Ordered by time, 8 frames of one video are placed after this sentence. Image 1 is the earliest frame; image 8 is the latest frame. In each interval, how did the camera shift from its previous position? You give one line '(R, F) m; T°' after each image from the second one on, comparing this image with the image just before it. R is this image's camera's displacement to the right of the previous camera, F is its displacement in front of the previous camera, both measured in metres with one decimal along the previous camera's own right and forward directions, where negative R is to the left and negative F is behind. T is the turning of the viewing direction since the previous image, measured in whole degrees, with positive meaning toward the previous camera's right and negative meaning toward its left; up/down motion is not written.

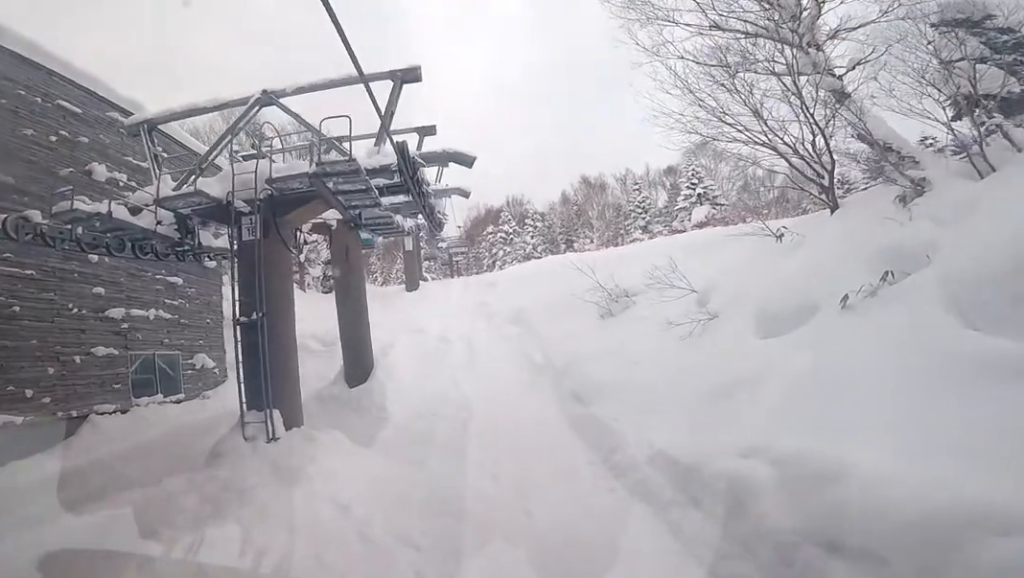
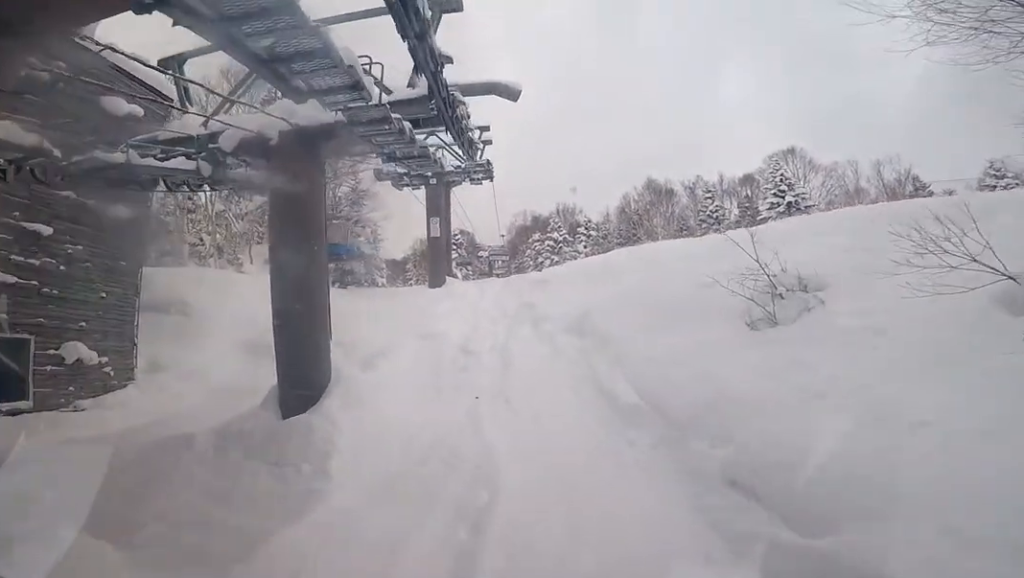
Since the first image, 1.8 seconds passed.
(+1.8, +7.5) m; +8°
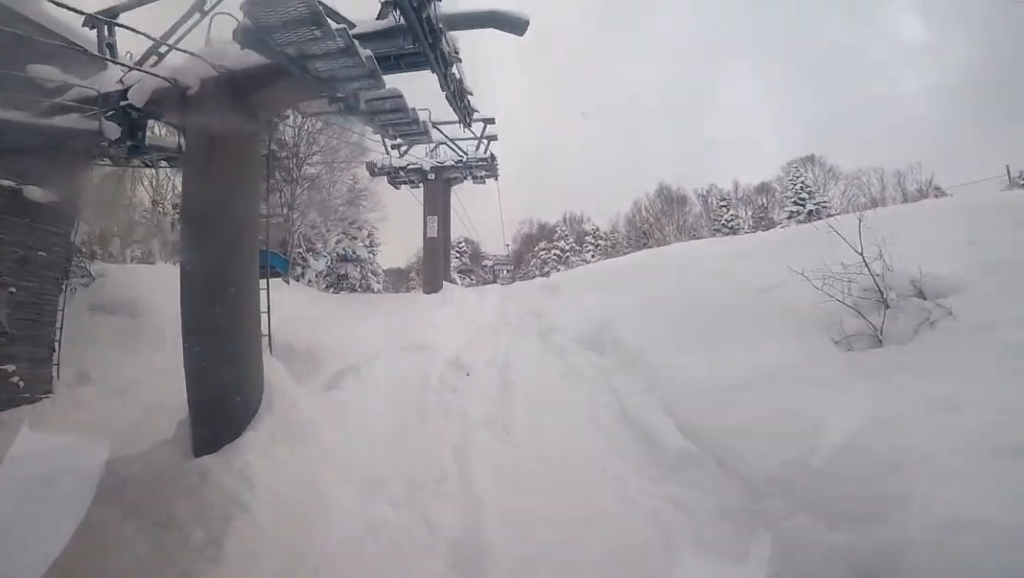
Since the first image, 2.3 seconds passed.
(-0.8, +2.7) m; -7°
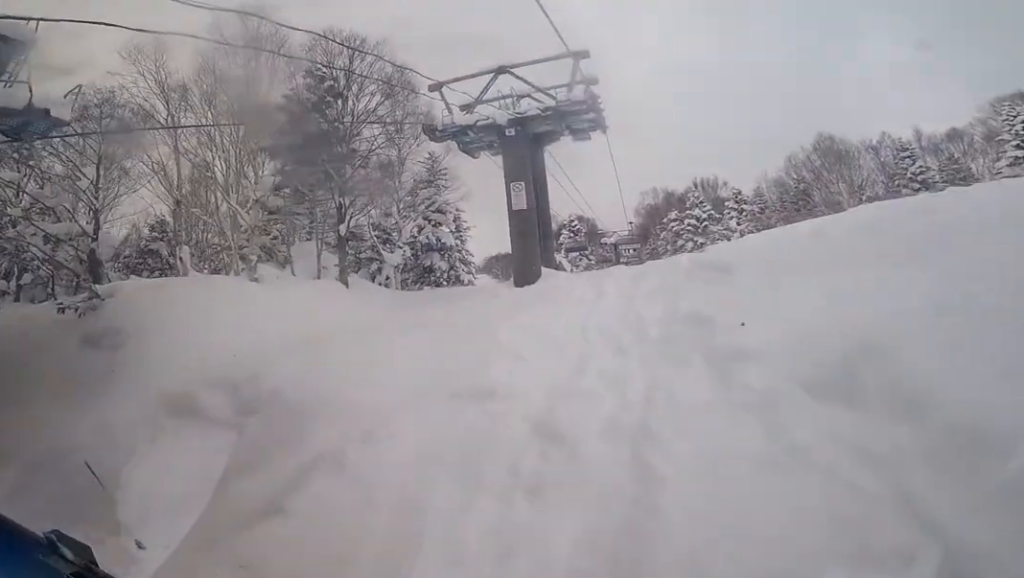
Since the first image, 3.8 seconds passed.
(+0.9, +5.5) m; +22°
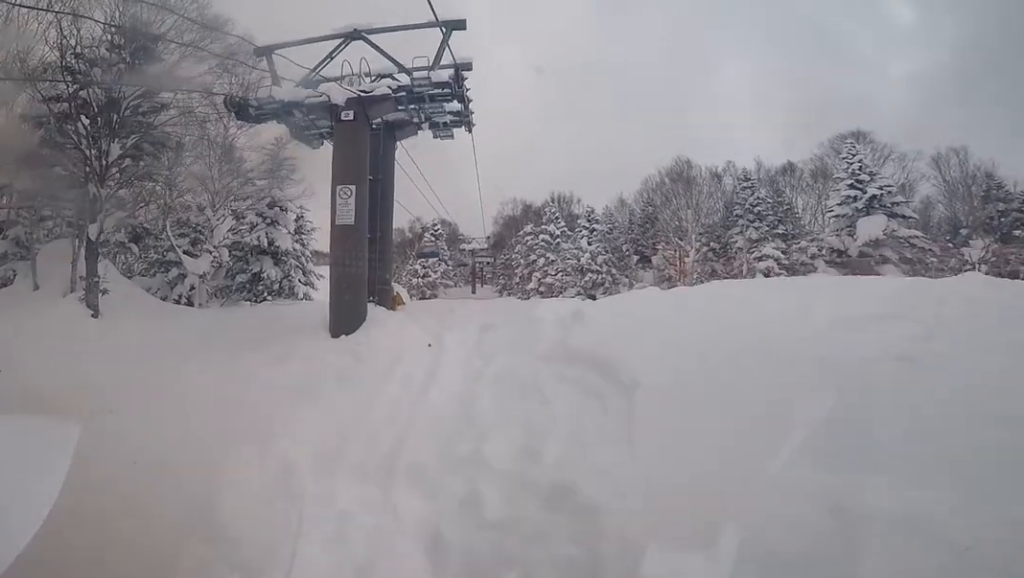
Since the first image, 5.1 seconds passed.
(+0.5, +5.5) m; +7°
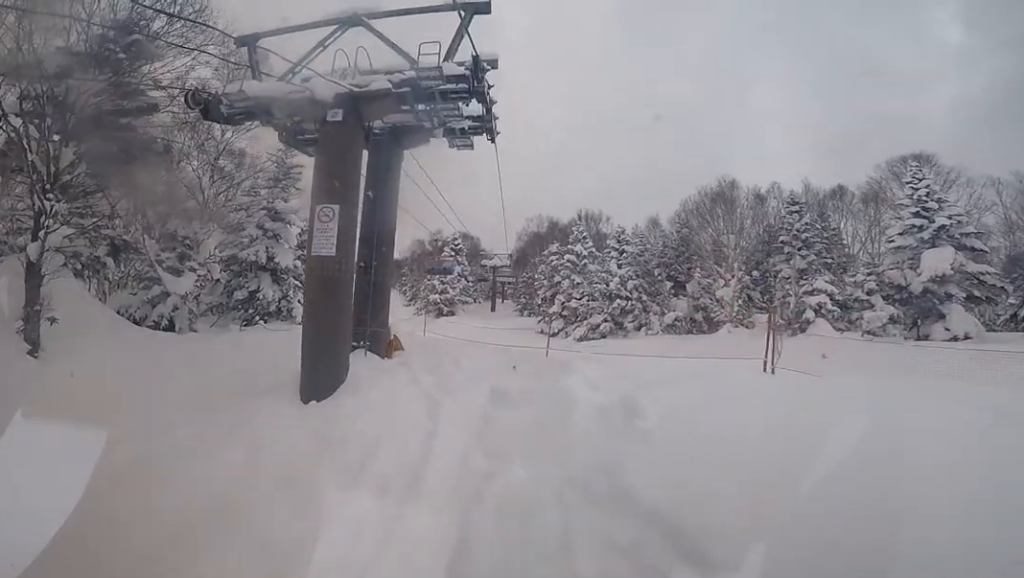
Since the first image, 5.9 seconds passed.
(+0.1, +3.1) m; +5°
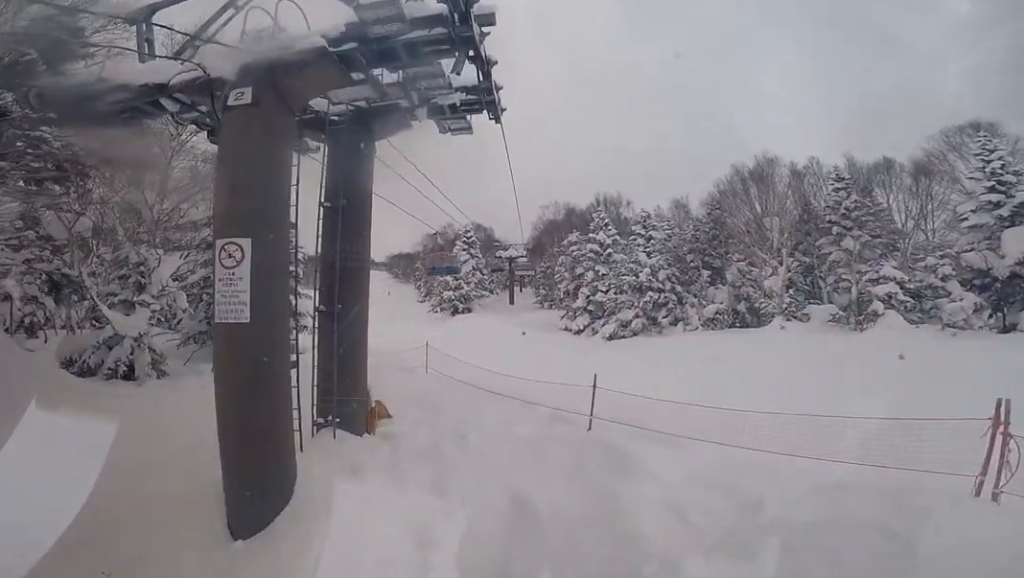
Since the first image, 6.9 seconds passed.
(+0.4, +3.9) m; 0°
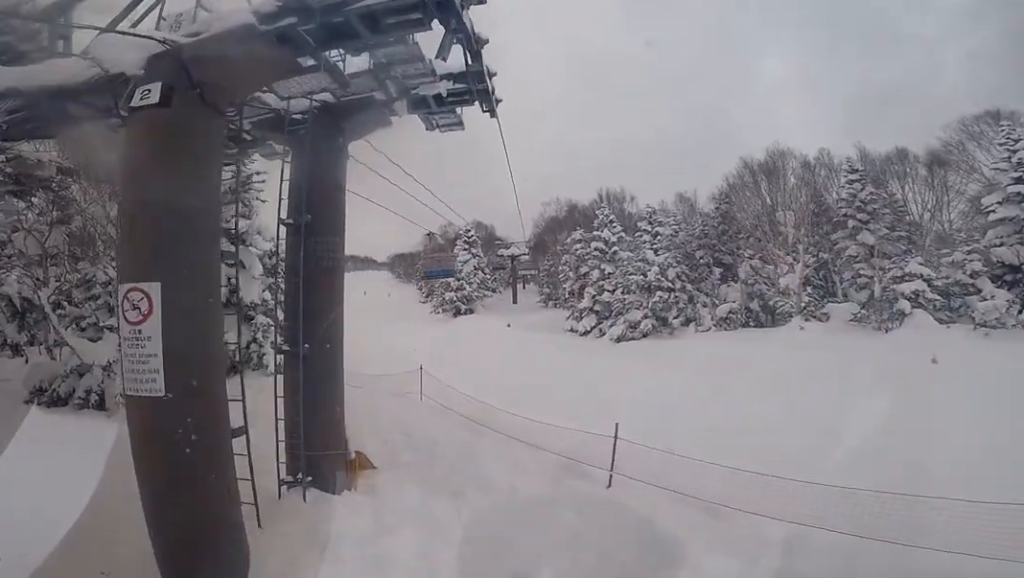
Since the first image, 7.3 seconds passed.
(+0.2, +1.7) m; -7°
